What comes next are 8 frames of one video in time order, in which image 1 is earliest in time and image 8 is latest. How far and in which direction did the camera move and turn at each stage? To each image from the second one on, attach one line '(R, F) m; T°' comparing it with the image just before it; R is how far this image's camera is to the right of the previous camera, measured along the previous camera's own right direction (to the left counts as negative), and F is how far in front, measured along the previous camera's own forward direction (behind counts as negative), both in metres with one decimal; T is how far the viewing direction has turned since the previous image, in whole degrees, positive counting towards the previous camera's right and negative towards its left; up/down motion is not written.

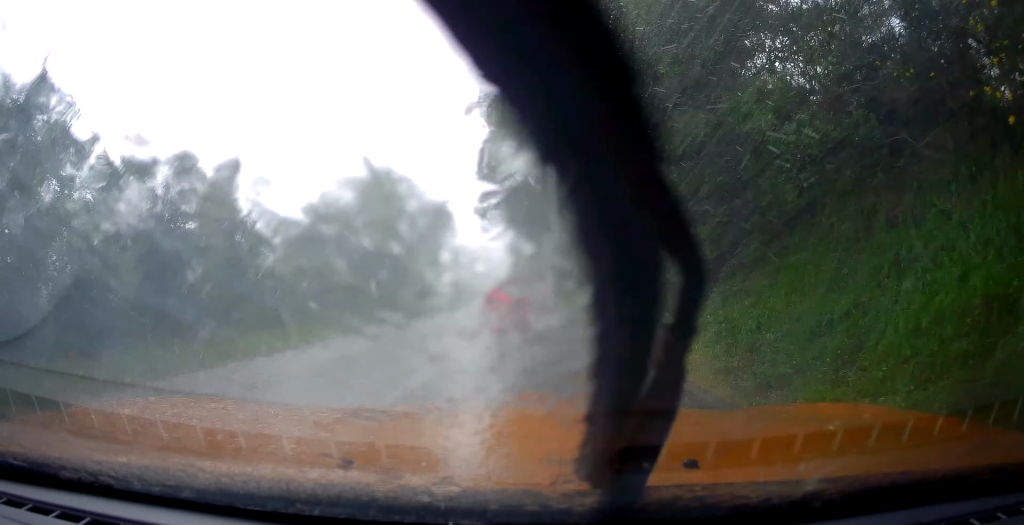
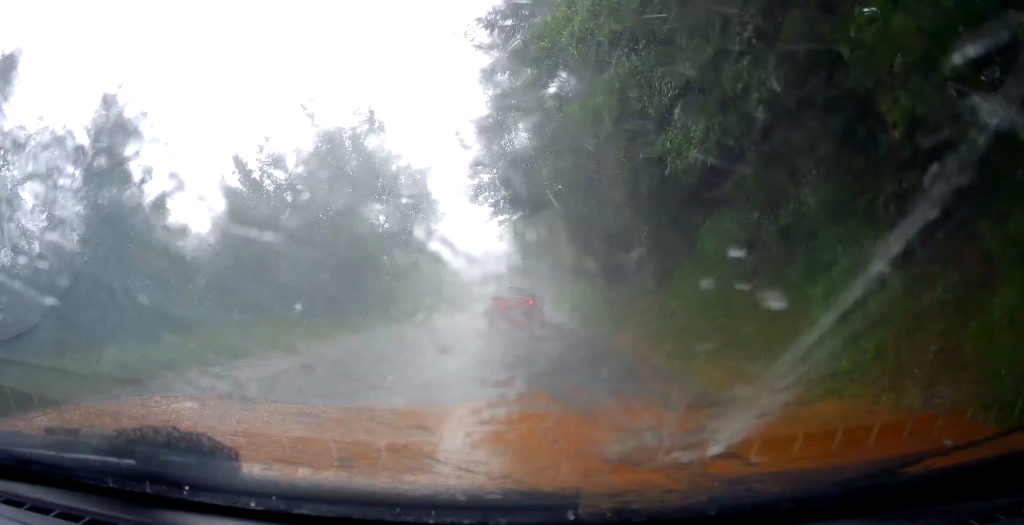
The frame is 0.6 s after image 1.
(+0.1, +6.6) m; +2°
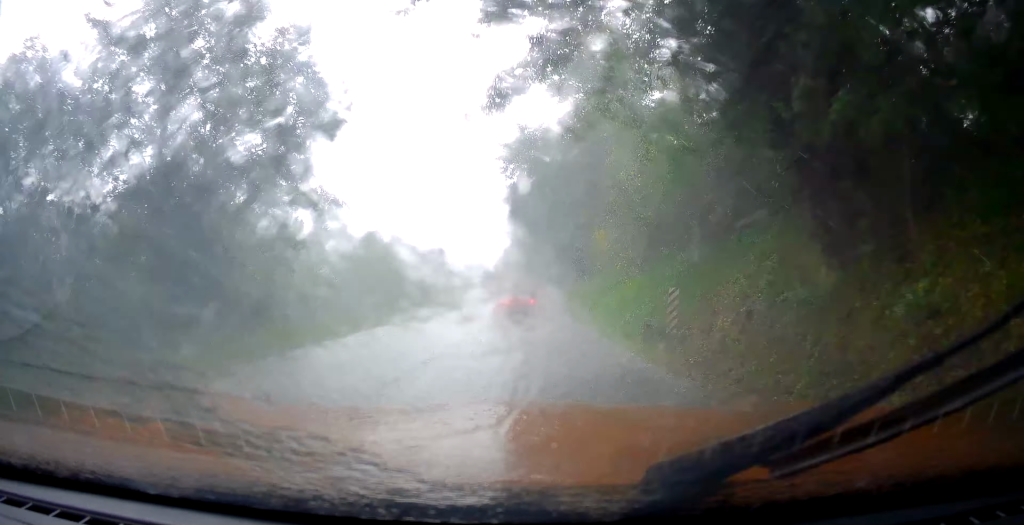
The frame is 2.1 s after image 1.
(+0.6, +16.1) m; +3°
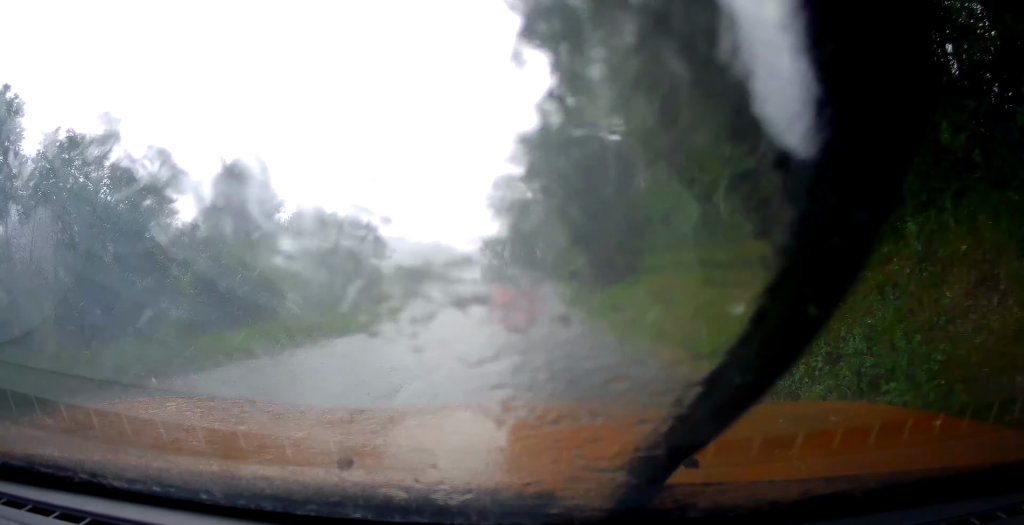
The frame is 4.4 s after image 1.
(-1.6, +26.3) m; -4°
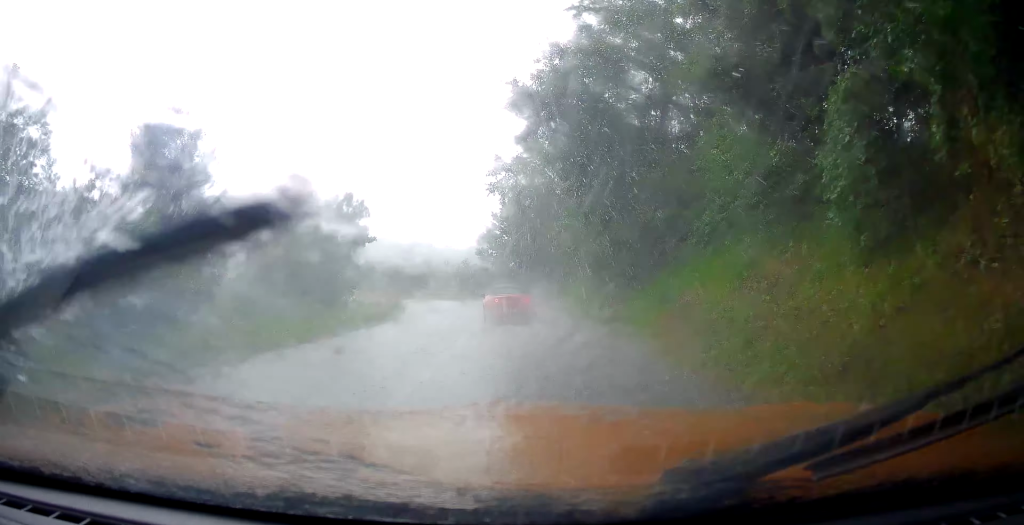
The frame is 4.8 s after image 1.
(+0.3, +4.9) m; 0°
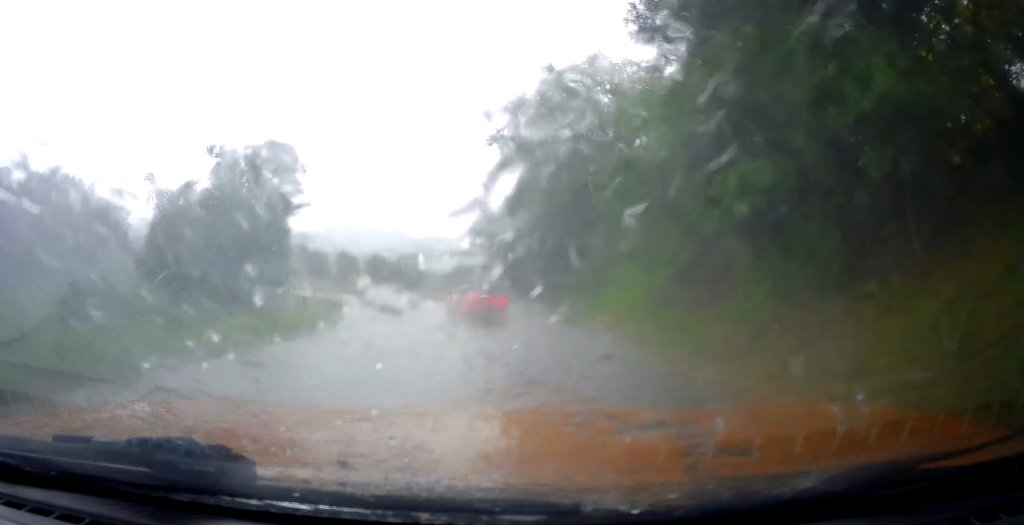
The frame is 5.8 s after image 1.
(+0.1, +11.8) m; -3°
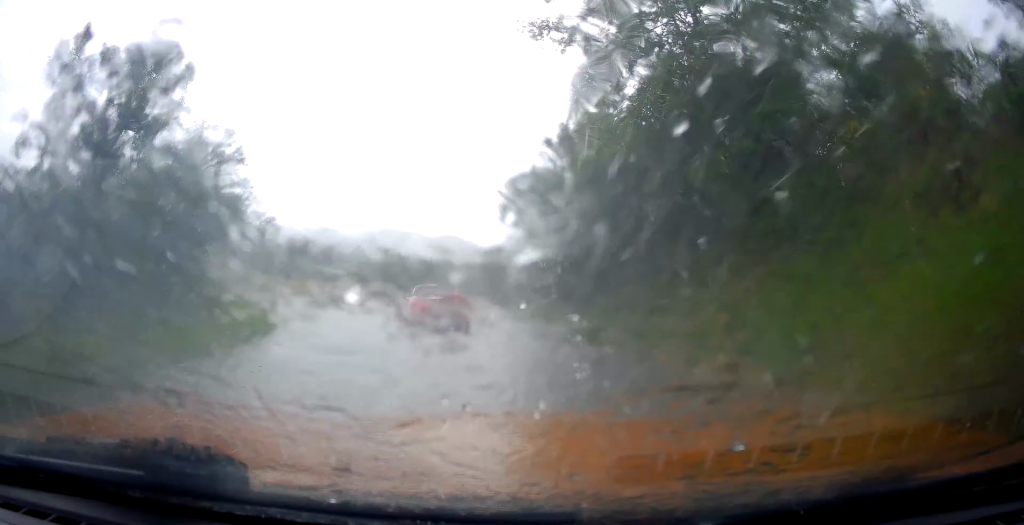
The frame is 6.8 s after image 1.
(-0.6, +11.3) m; -5°
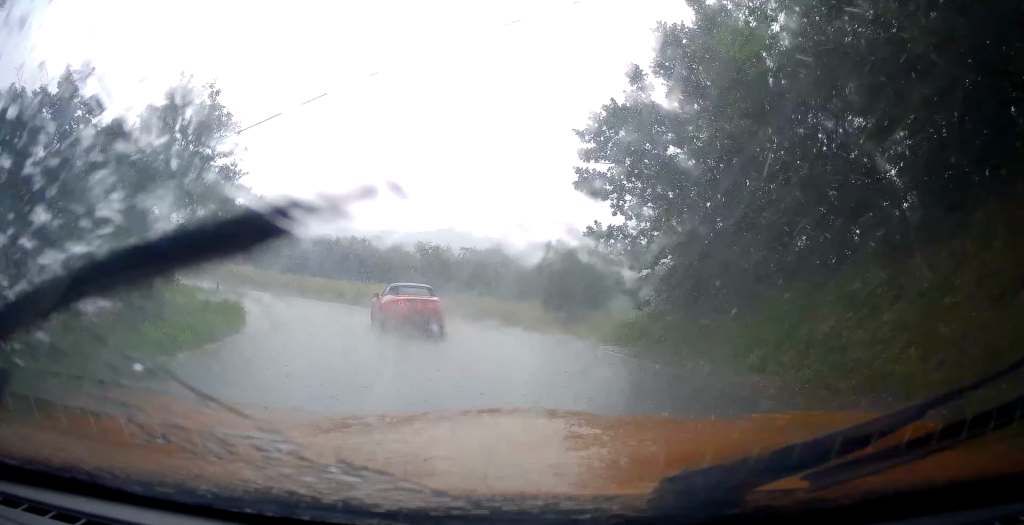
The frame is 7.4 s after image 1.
(-0.2, +7.8) m; -3°
